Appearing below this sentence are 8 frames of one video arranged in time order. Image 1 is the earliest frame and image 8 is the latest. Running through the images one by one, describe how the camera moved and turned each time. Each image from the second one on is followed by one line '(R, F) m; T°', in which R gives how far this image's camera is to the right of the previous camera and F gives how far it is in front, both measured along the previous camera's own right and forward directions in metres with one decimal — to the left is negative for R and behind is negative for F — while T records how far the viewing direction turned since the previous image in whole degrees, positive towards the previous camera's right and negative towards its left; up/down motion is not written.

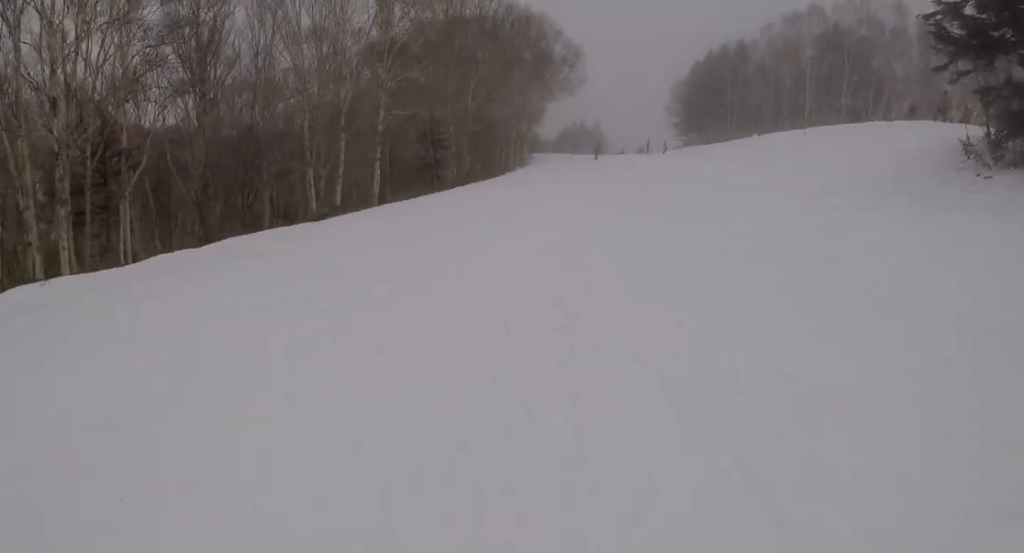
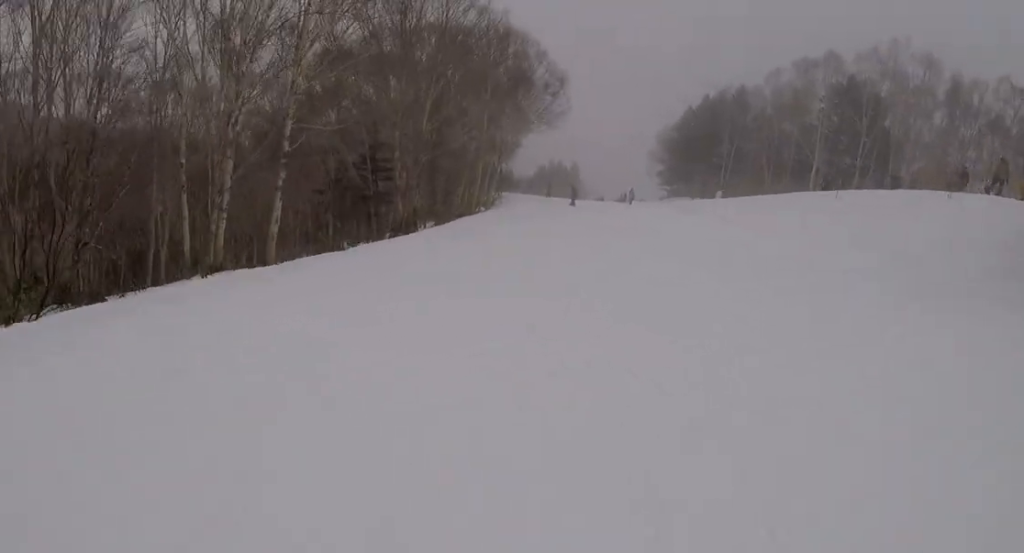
(-0.4, +8.2) m; -2°
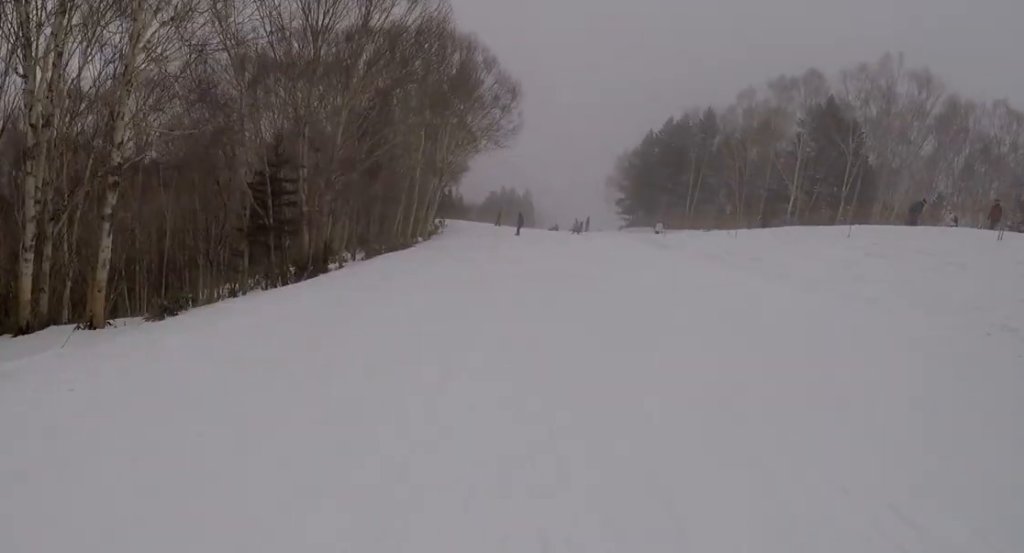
(+0.1, +6.5) m; +1°
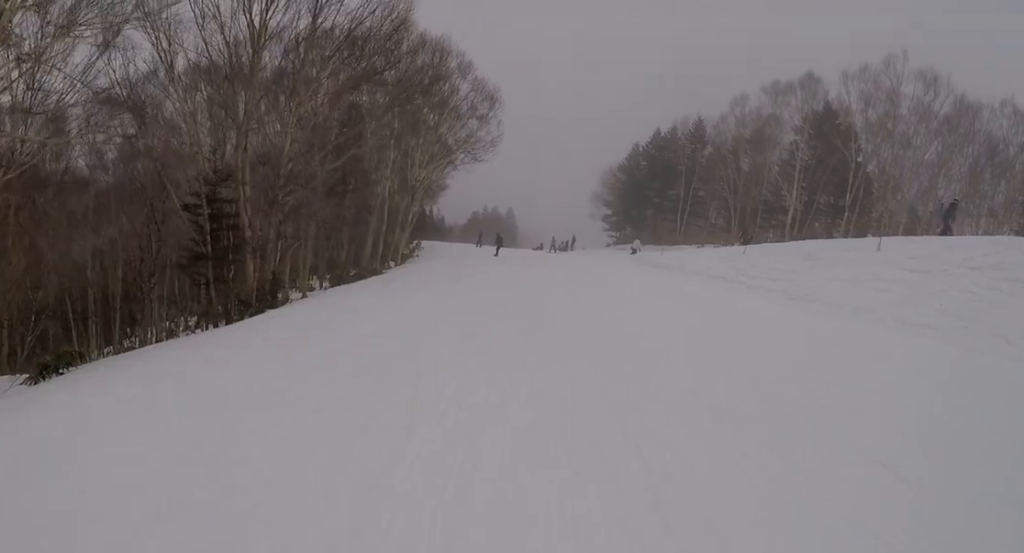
(0.0, +3.6) m; 0°
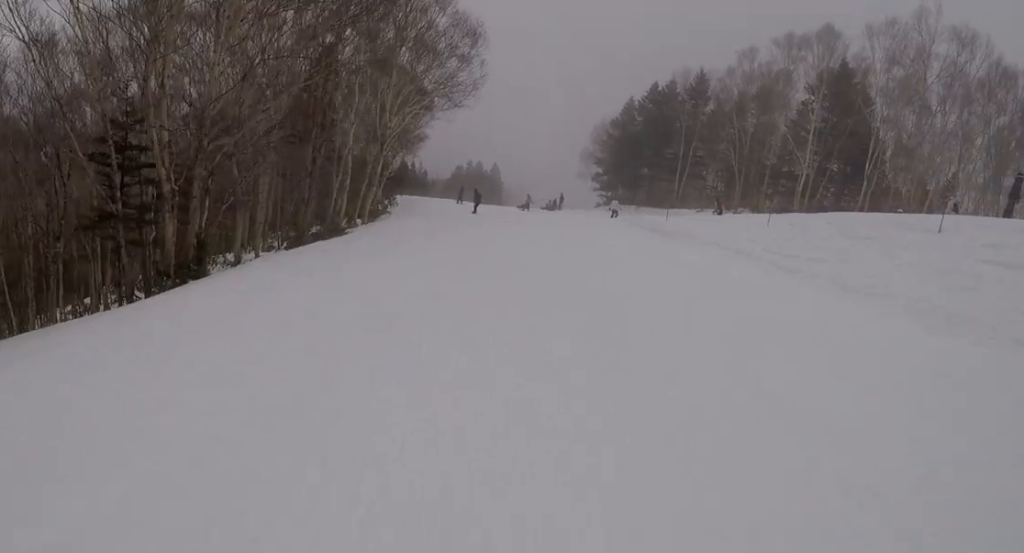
(0.0, +4.1) m; 0°
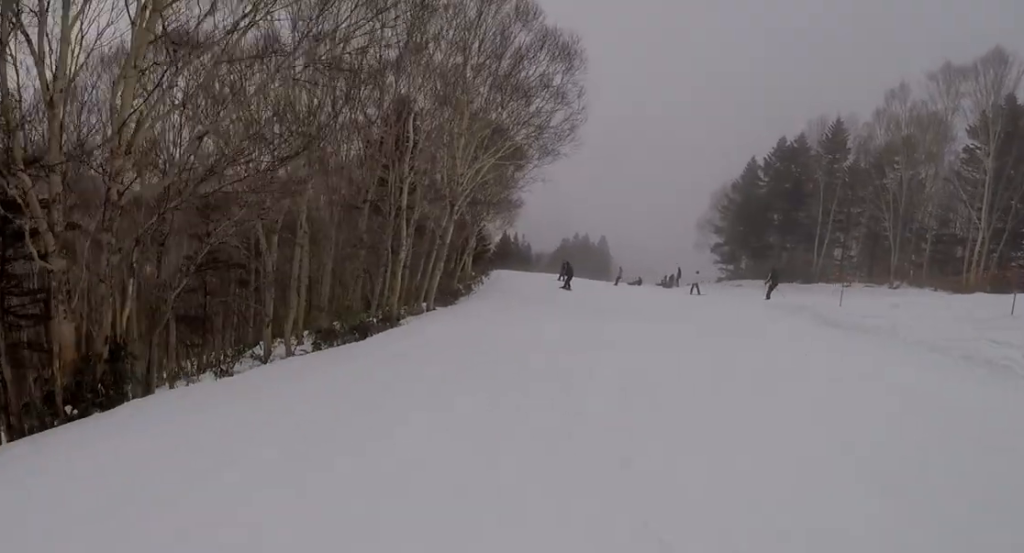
(0.0, +7.5) m; 0°
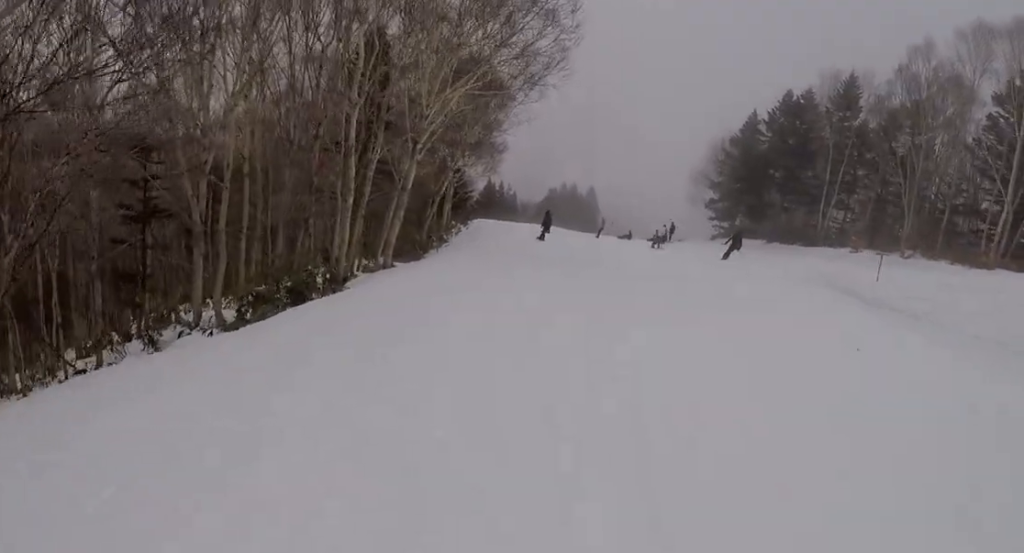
(0.0, +3.6) m; 0°
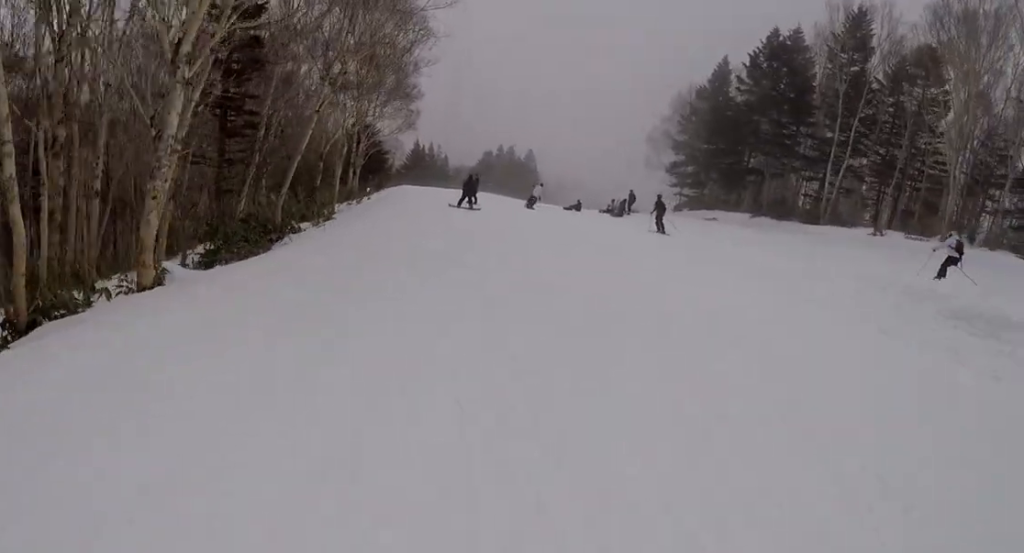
(0.0, +10.0) m; 0°
